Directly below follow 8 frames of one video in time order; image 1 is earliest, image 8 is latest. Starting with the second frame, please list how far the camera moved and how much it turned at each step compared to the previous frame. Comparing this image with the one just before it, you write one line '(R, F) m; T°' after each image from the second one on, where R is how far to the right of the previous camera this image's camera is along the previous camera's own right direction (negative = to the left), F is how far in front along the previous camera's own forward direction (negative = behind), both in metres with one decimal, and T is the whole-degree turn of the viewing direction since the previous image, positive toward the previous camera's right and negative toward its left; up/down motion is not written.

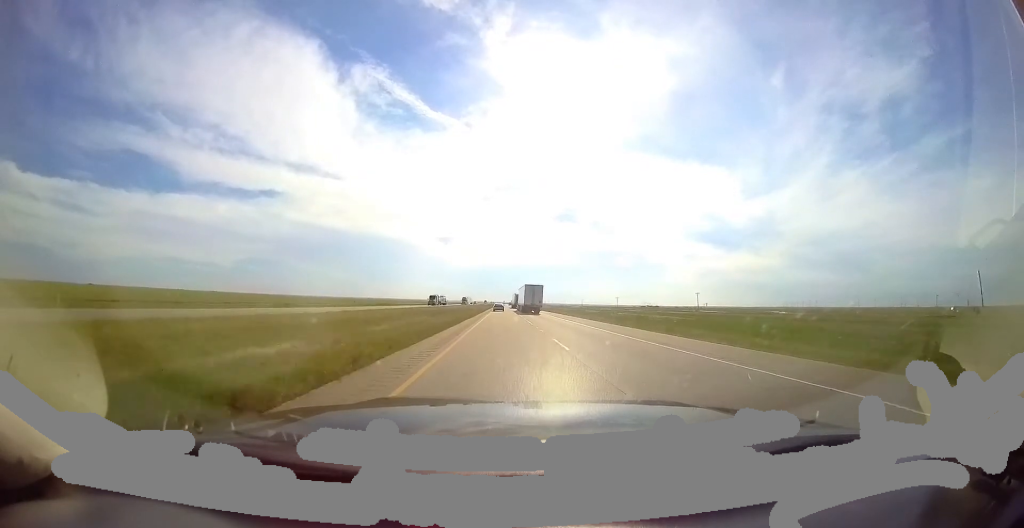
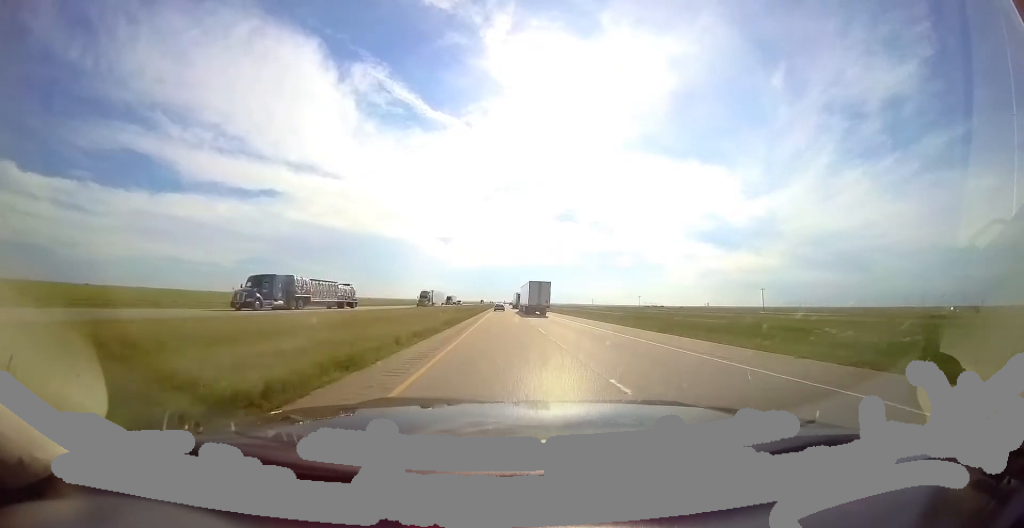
(+0.6, +43.8) m; -1°
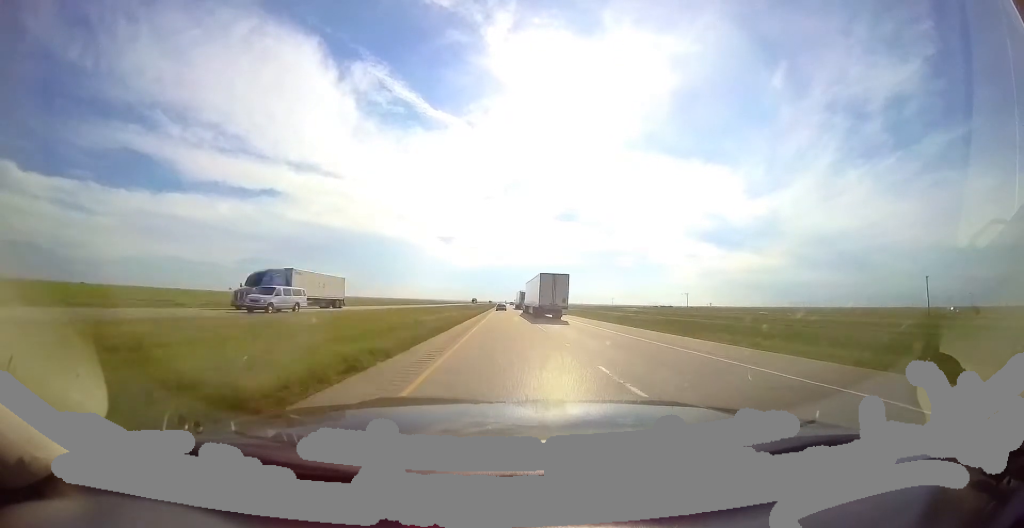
(-1.3, +60.0) m; -1°
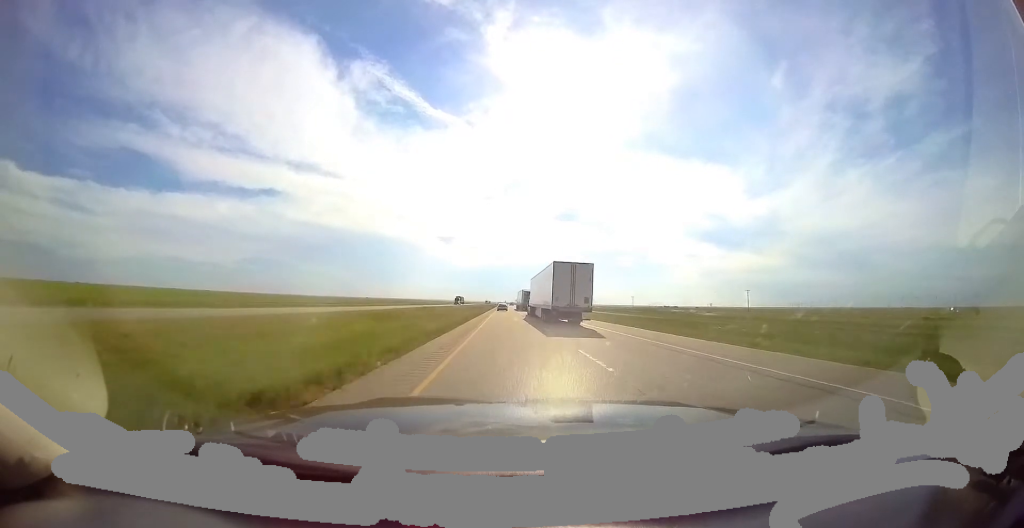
(+0.1, +46.2) m; +1°
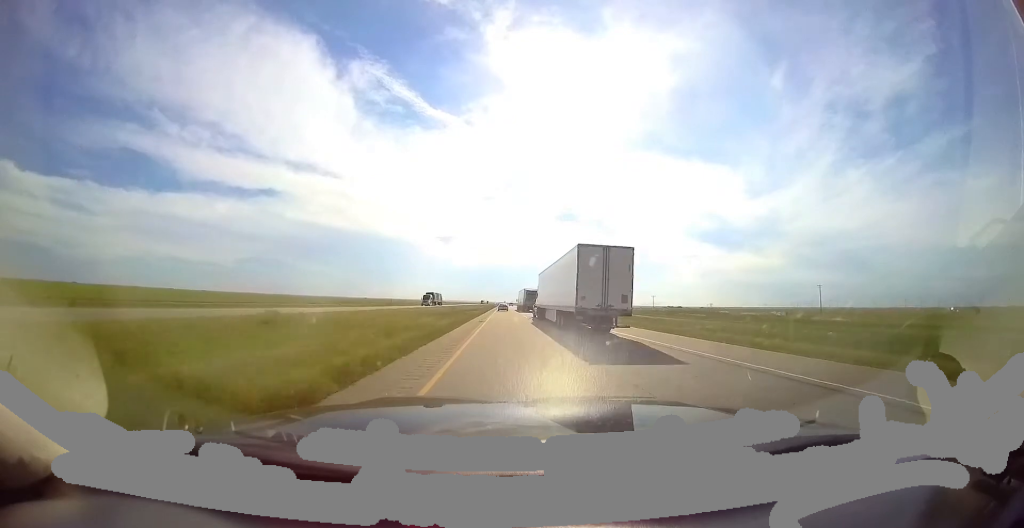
(-0.1, +34.6) m; +1°
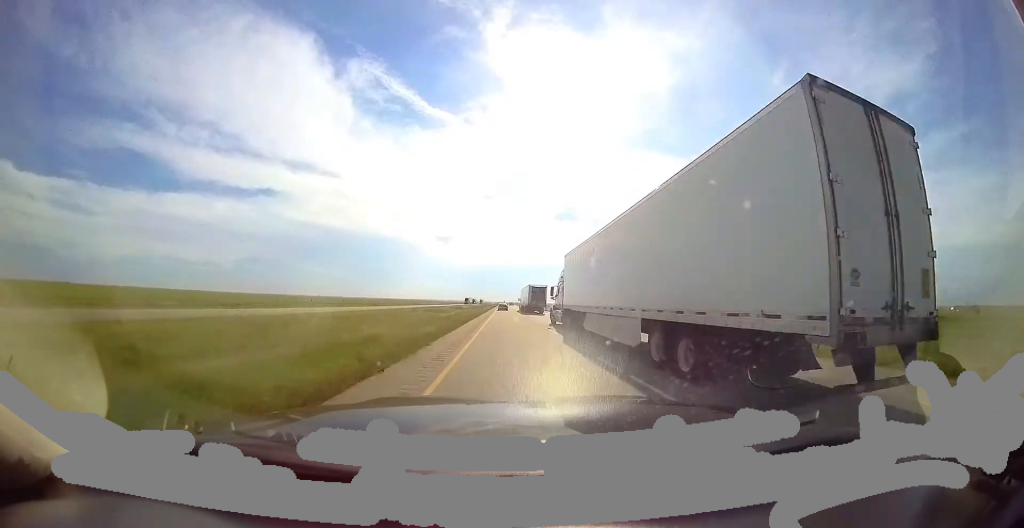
(+1.1, +66.8) m; 0°
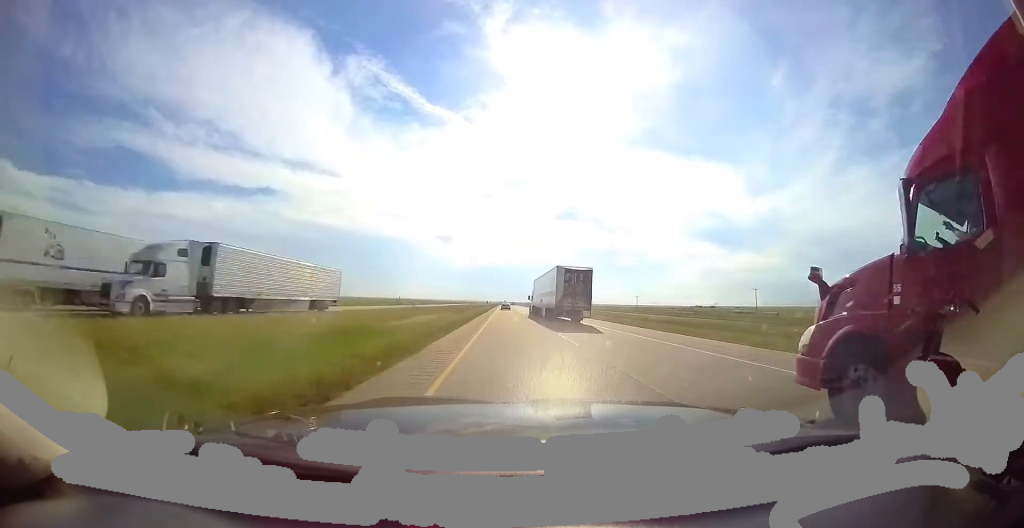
(-2.0, +138.7) m; -1°
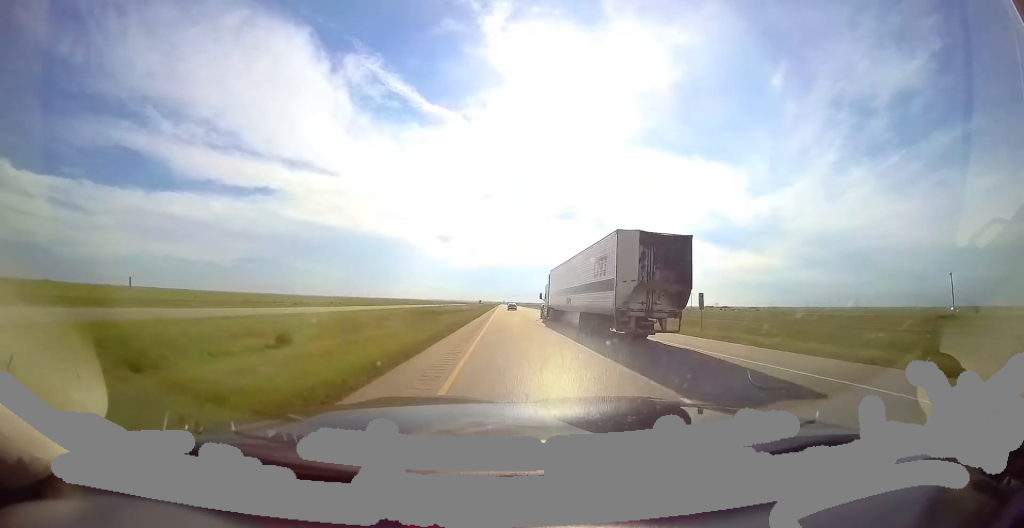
(+0.5, +71.4) m; +1°
